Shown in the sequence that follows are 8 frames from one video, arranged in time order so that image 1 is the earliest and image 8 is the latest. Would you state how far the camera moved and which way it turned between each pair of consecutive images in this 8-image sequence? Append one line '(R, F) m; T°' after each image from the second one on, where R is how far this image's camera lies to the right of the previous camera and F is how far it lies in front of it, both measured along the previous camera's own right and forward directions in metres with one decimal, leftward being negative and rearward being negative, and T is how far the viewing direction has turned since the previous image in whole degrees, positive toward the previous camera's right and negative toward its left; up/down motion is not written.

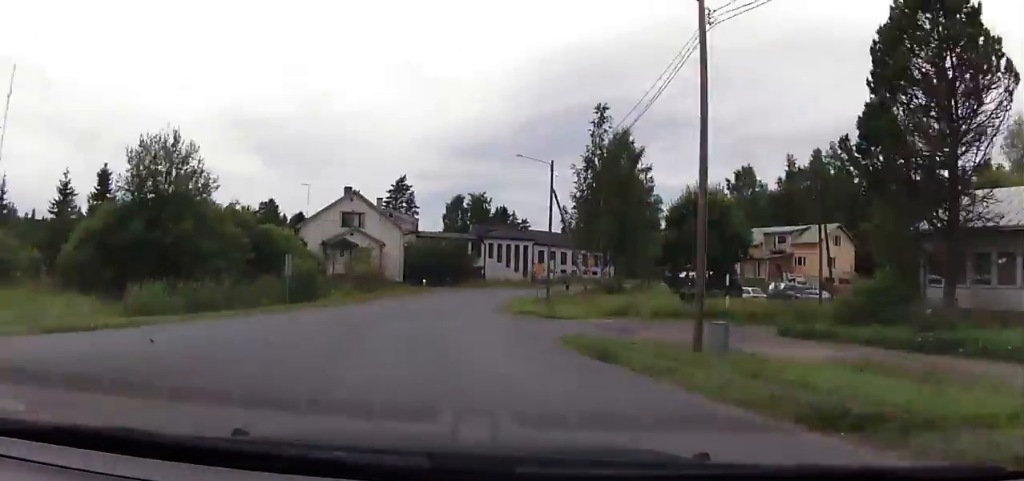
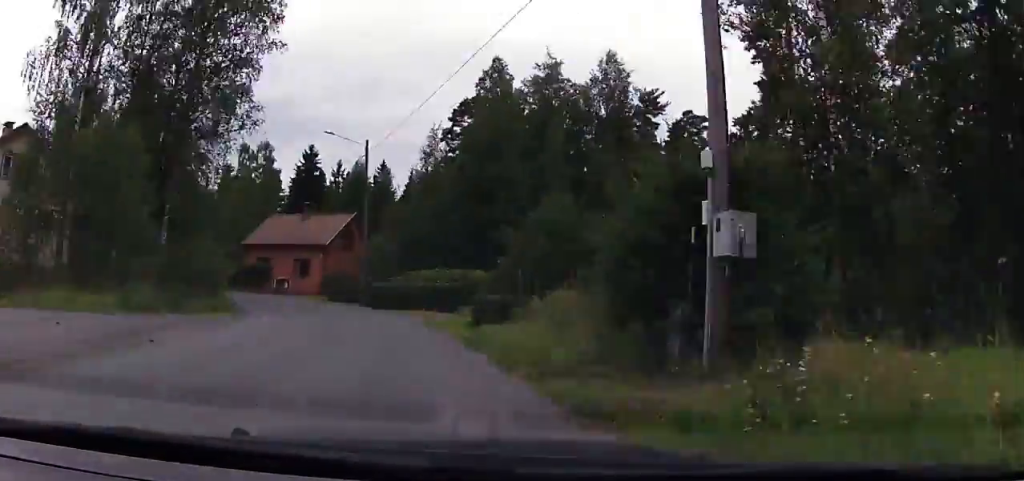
(-7.3, +92.0) m; -22°
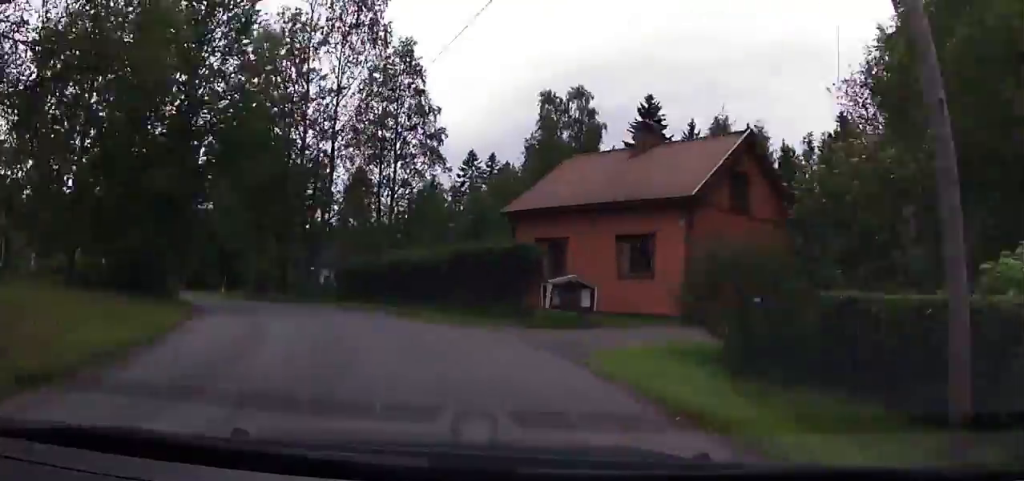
(-4.9, +31.4) m; -16°
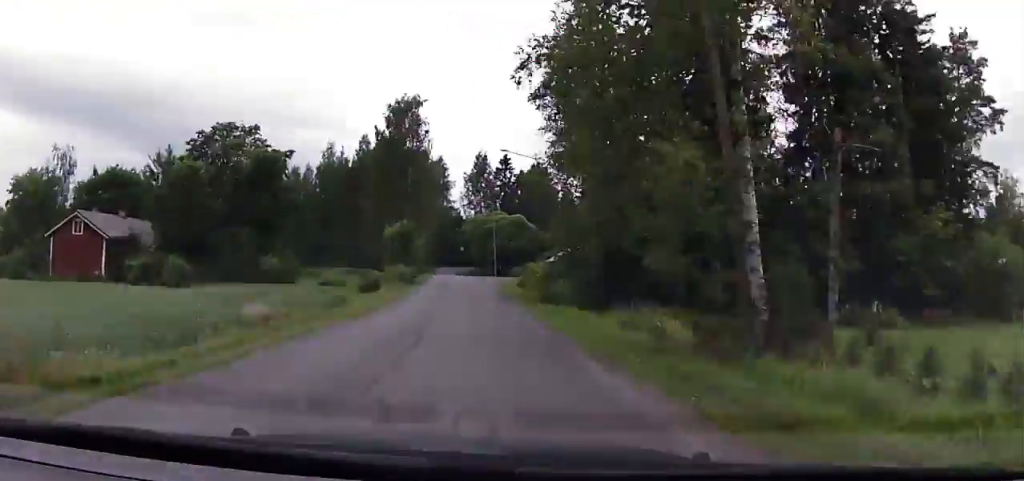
(-13.8, +54.0) m; -18°
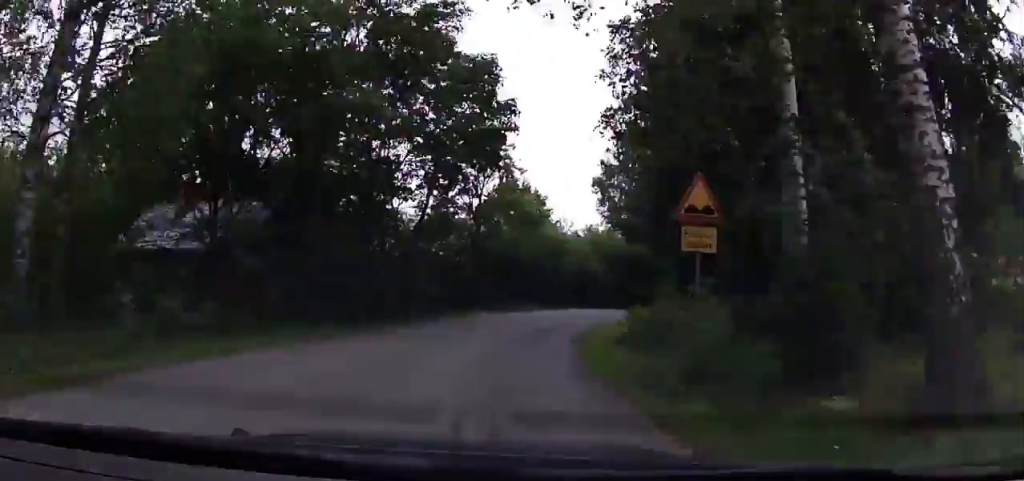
(-8.7, +129.7) m; +17°
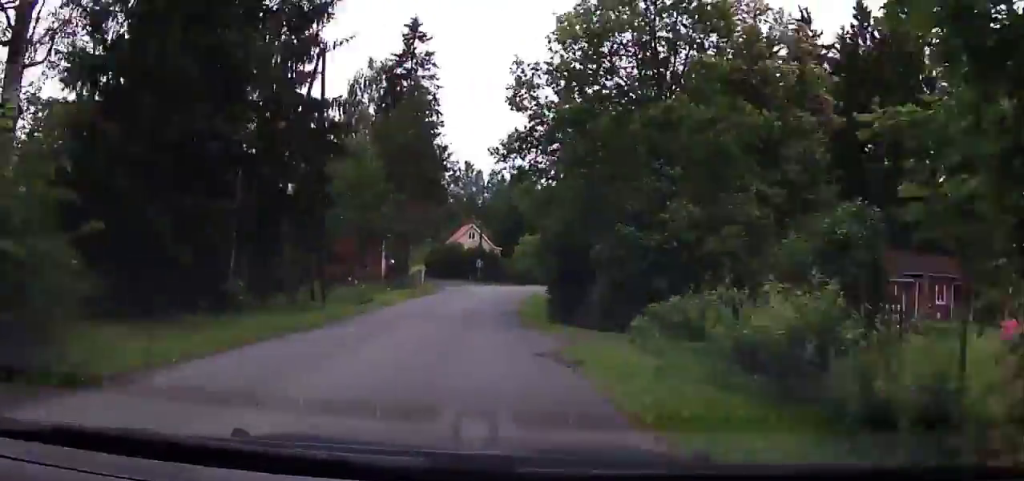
(+9.5, +57.5) m; +28°
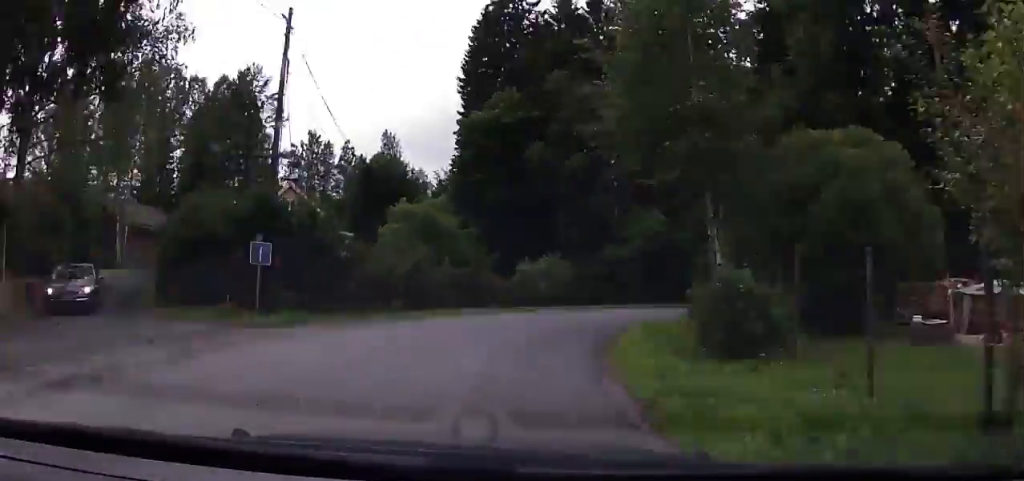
(+12.9, +36.7) m; +20°
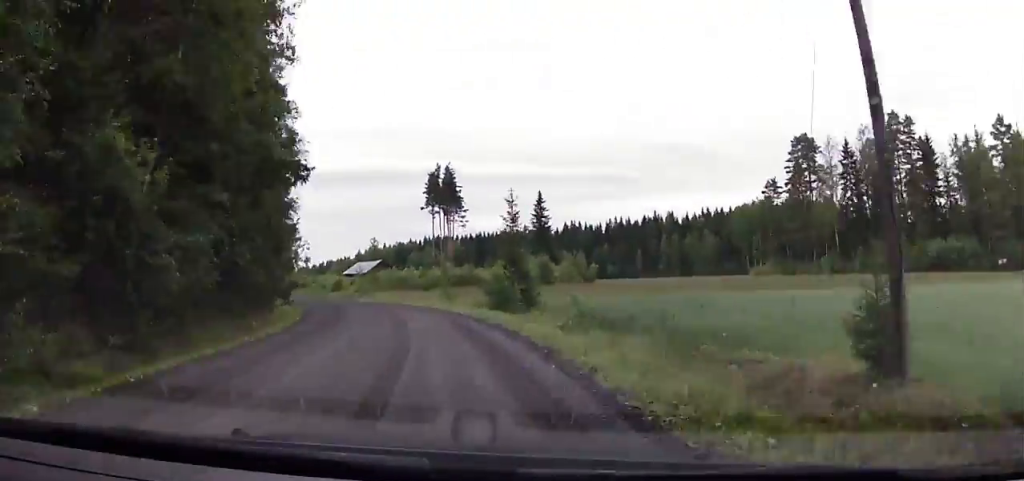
(+29.2, +79.2) m; +22°
